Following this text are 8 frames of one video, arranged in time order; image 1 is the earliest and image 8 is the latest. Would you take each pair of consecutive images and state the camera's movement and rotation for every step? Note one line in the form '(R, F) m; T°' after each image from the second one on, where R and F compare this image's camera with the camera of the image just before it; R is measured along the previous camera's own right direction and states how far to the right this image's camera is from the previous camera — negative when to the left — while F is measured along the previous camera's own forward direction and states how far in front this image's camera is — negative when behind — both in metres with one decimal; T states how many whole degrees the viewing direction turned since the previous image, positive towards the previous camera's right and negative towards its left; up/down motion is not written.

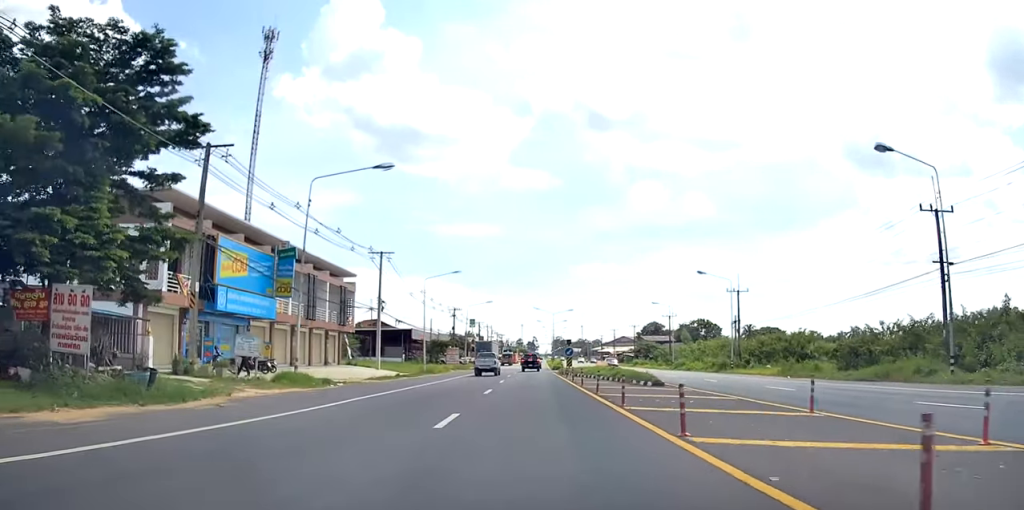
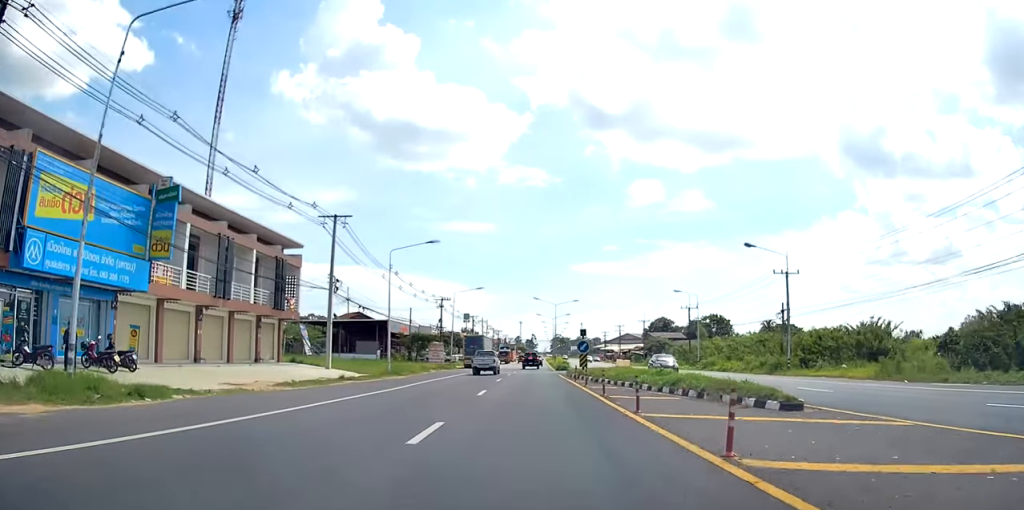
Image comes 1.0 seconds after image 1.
(-0.1, +14.6) m; 0°
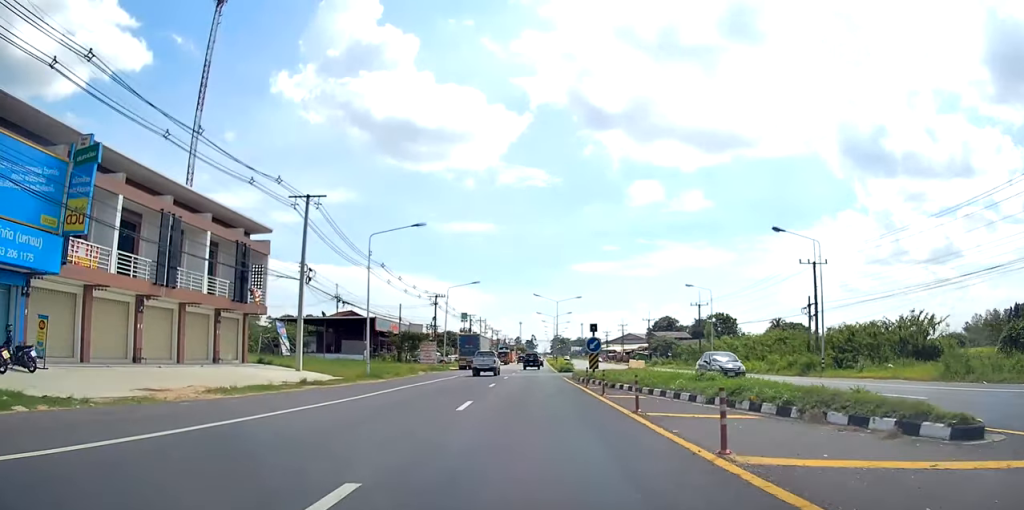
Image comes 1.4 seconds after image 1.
(0.0, +5.9) m; 0°
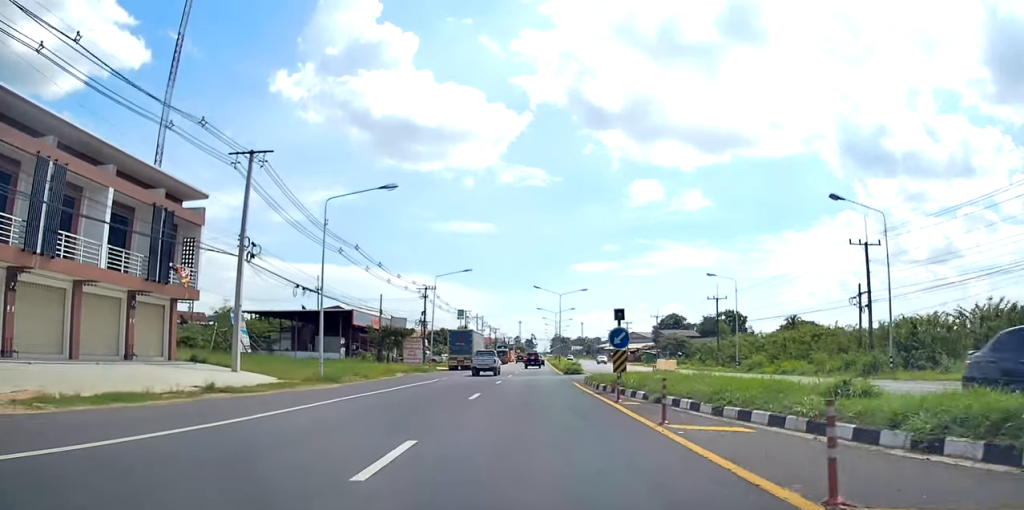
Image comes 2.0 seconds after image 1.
(0.0, +8.6) m; 0°
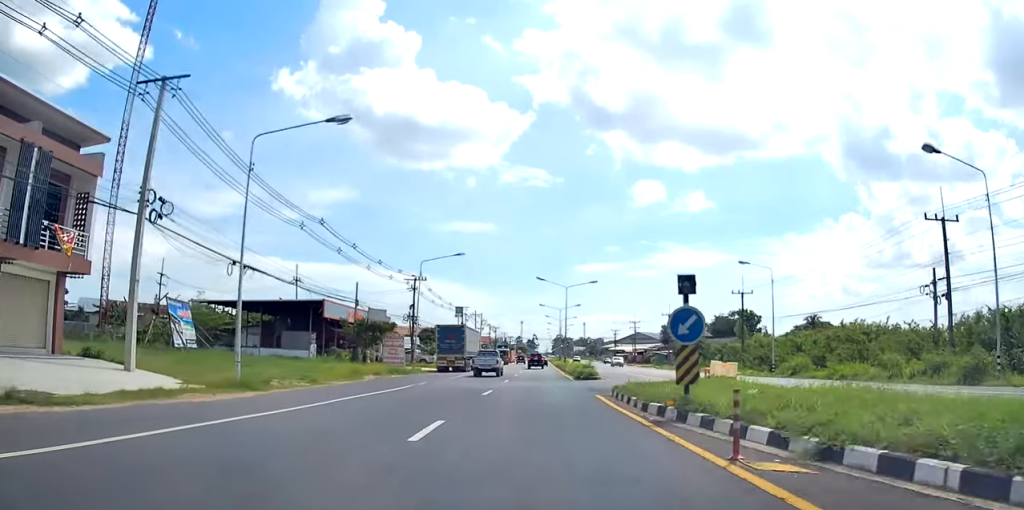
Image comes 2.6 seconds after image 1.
(0.0, +9.3) m; 0°
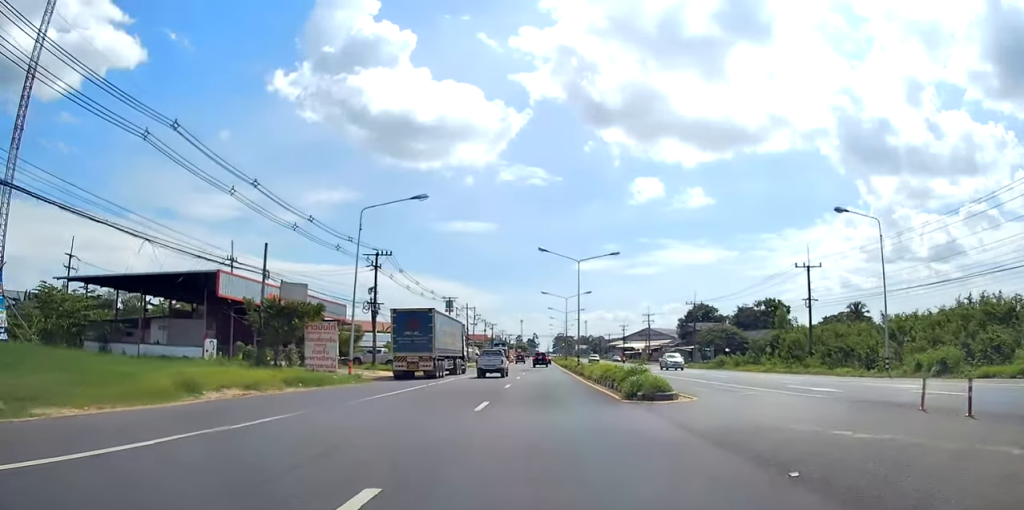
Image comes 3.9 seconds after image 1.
(0.0, +17.8) m; -1°
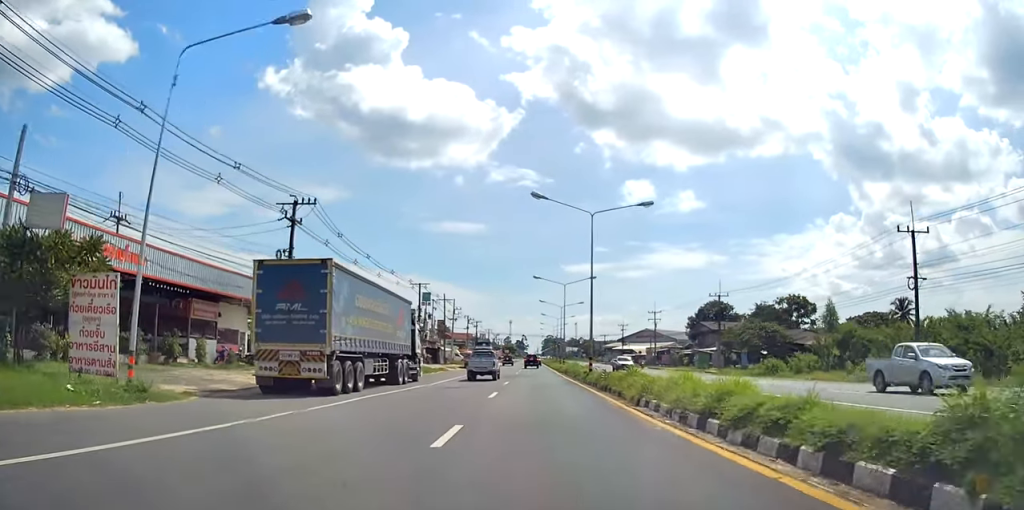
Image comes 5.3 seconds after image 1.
(-0.1, +18.0) m; 0°
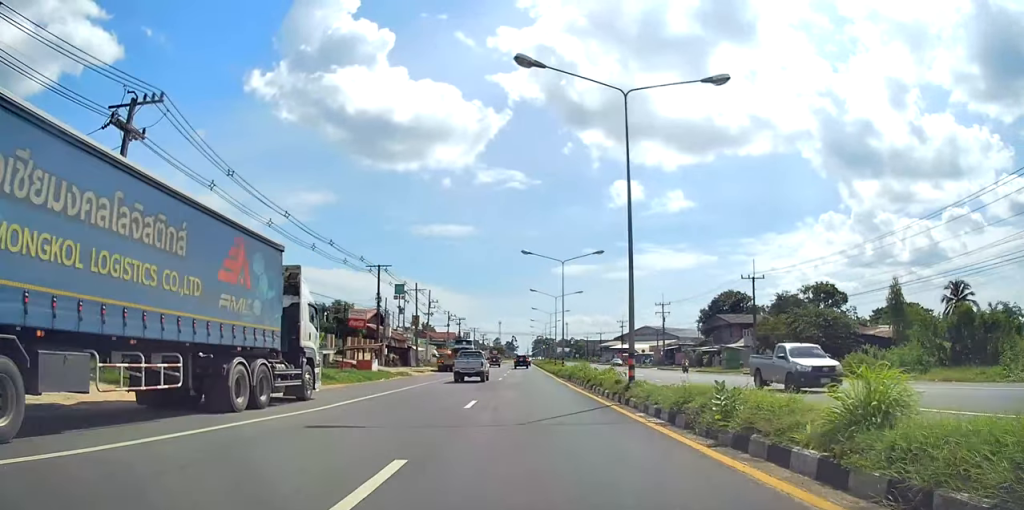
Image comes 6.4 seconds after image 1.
(0.0, +16.0) m; 0°
